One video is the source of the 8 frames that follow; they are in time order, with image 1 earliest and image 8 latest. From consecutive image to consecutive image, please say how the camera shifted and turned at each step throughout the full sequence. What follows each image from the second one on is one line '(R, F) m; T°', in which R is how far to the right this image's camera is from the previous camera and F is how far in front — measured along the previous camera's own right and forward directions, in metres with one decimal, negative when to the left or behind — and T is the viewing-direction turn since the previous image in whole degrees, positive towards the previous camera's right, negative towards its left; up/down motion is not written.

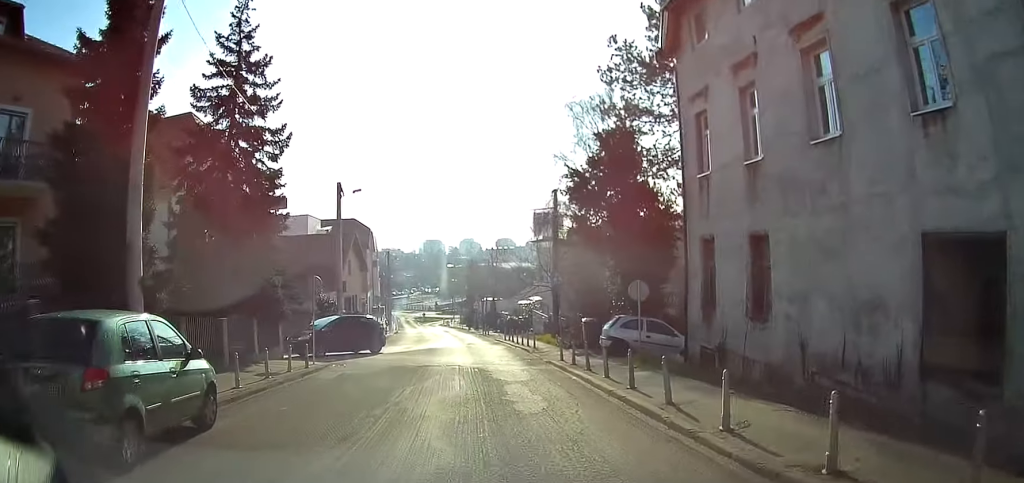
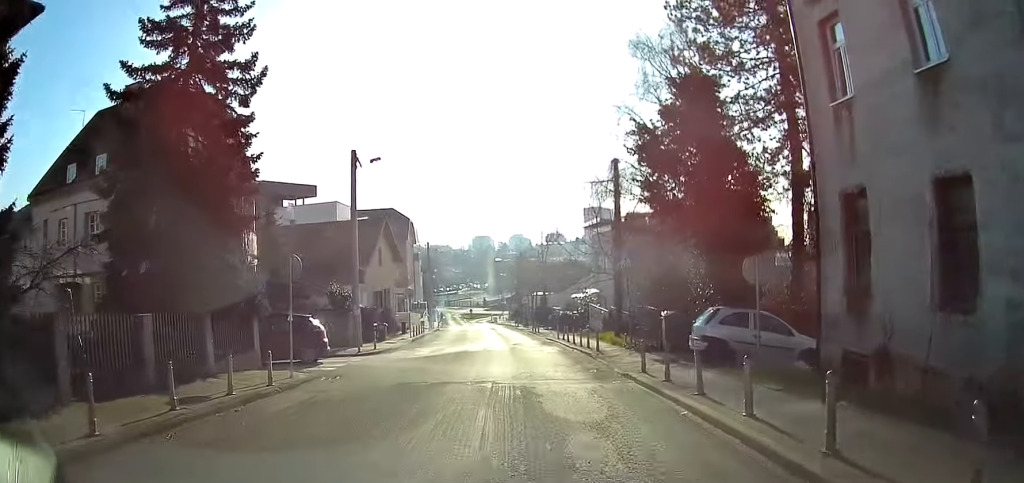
(-0.2, +5.9) m; -5°
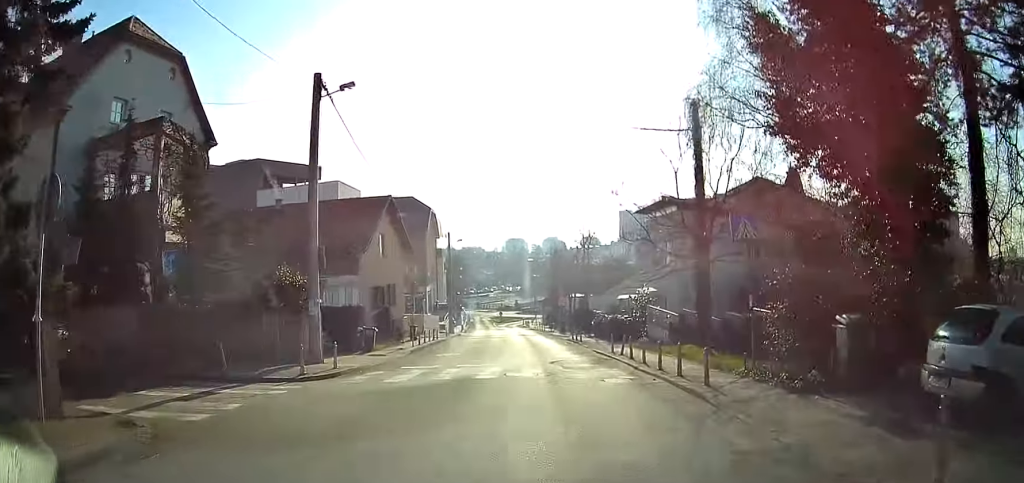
(-0.6, +8.8) m; -4°
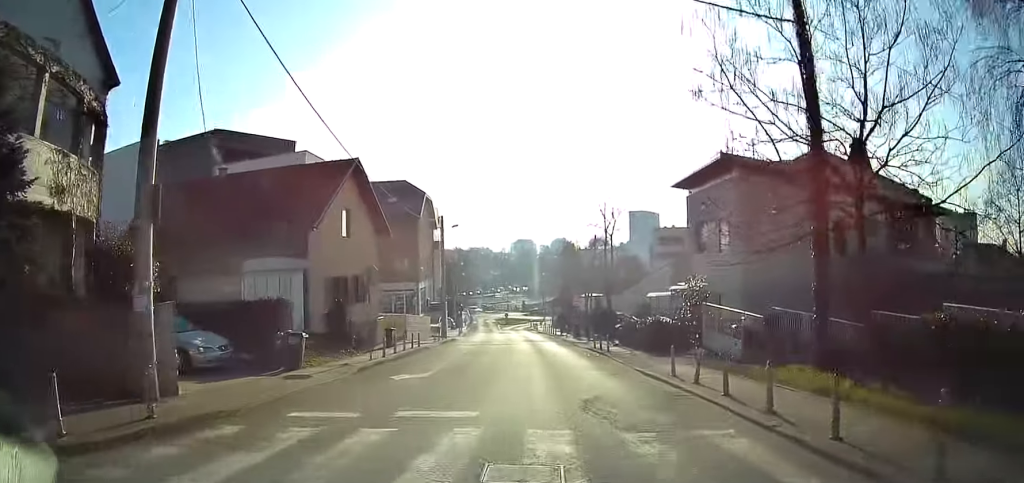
(-0.3, +8.6) m; -1°
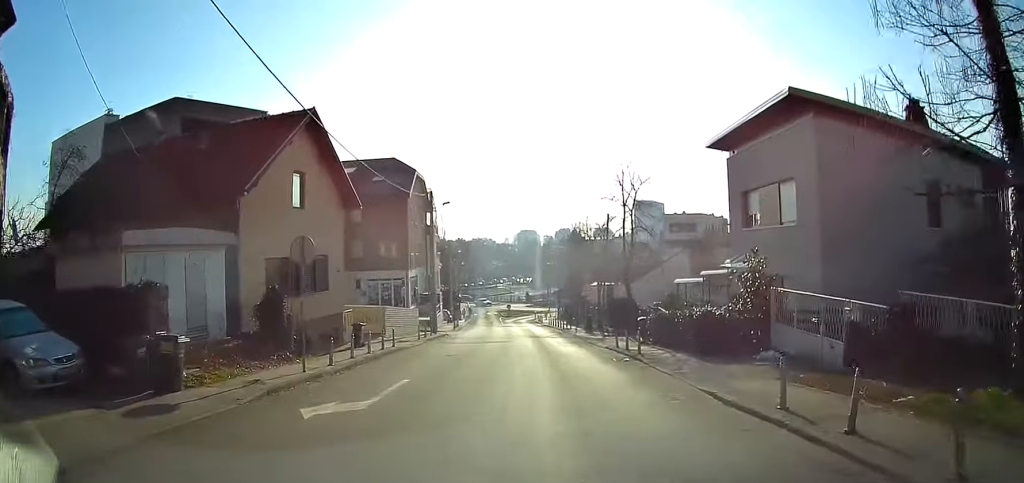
(+0.2, +6.2) m; 0°
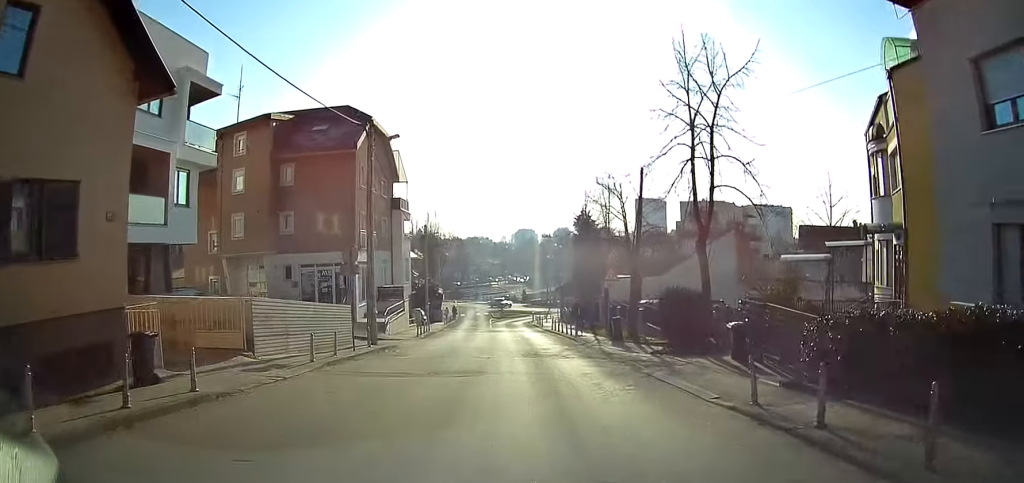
(-0.2, +14.1) m; 0°
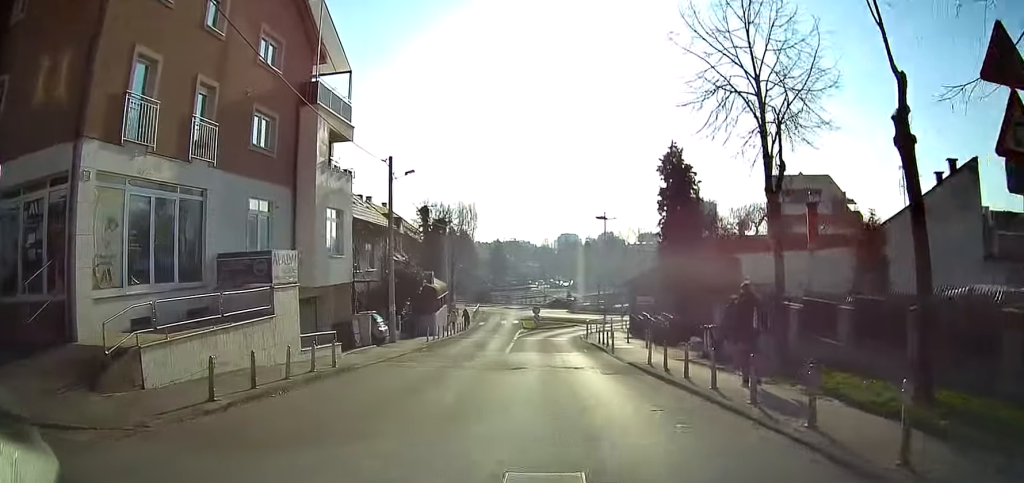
(+0.3, +24.5) m; -2°
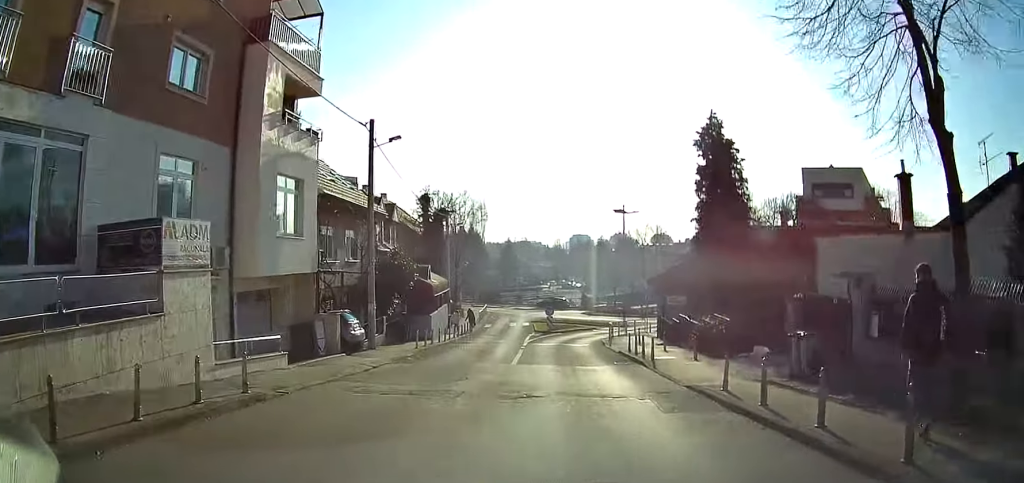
(-0.1, +5.4) m; -1°
